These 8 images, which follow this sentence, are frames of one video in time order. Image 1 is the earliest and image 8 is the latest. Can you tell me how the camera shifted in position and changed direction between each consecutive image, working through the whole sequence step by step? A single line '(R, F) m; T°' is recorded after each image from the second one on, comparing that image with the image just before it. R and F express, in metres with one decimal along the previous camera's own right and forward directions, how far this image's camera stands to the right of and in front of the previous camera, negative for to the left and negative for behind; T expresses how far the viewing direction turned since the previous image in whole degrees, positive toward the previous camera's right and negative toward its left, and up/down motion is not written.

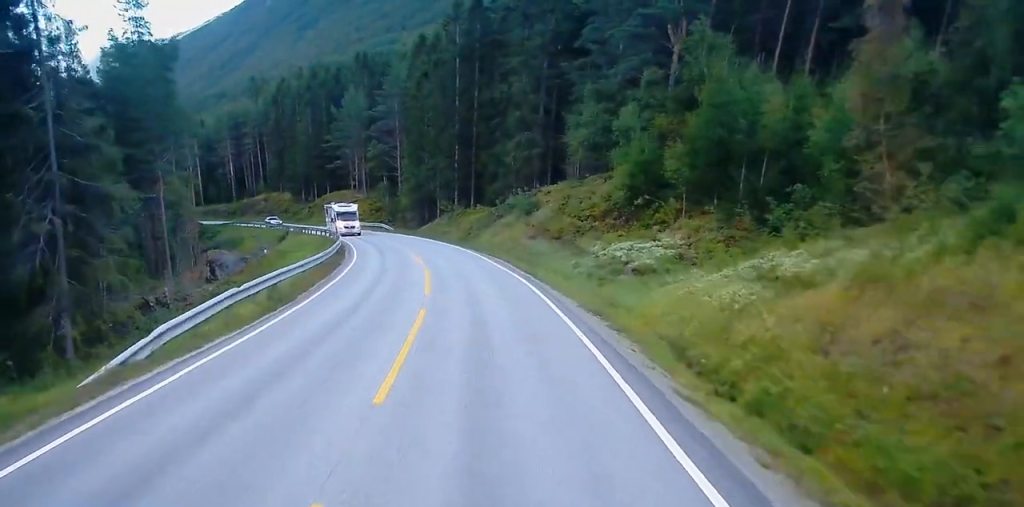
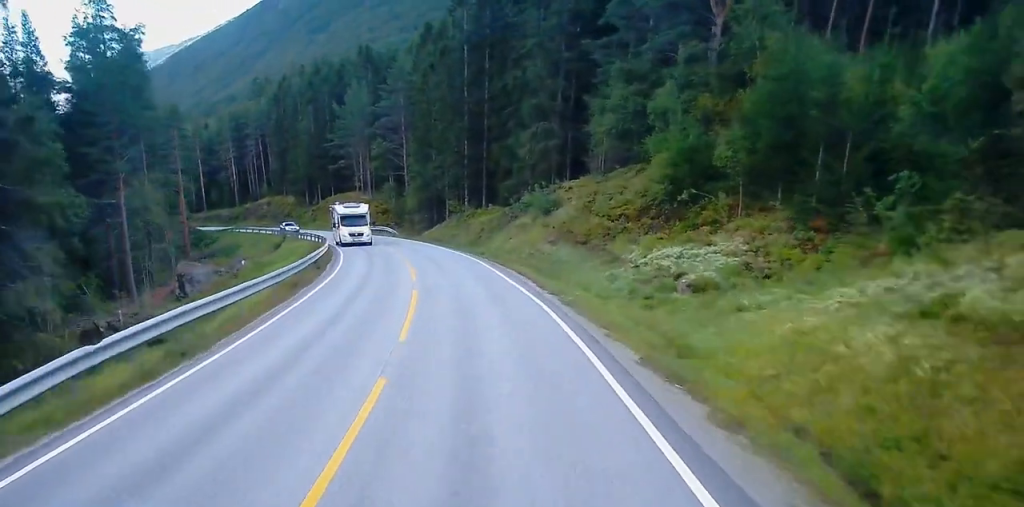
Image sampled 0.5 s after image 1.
(-0.2, +7.3) m; -1°
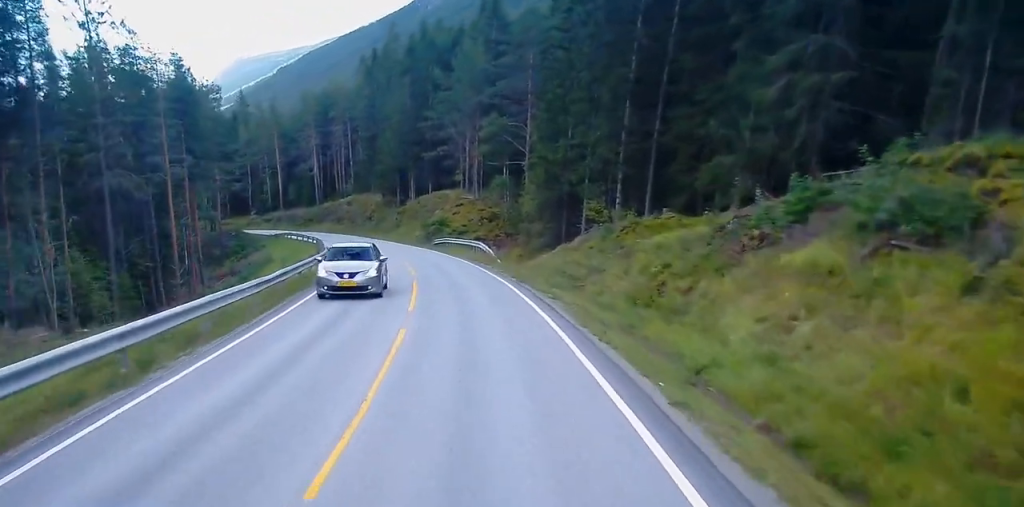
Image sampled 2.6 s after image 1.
(-2.1, +32.1) m; -10°
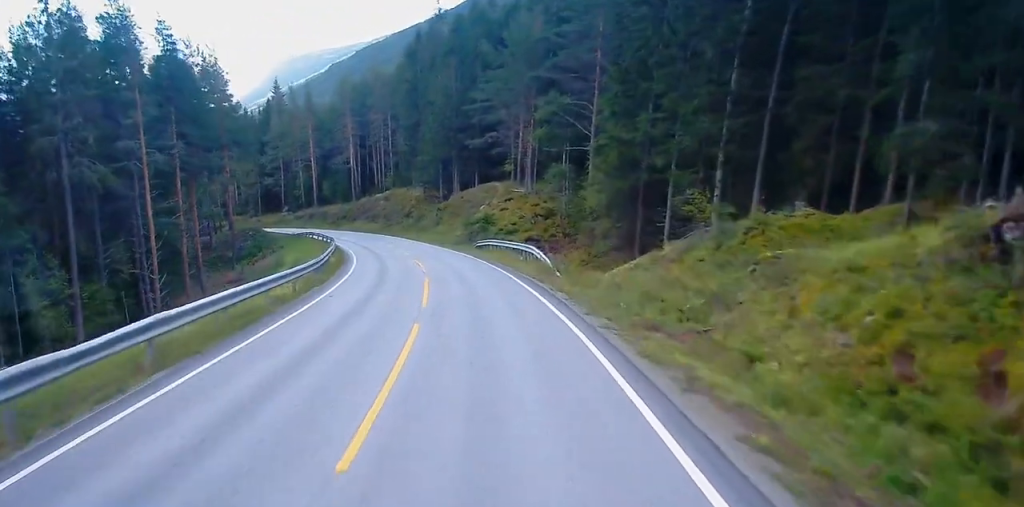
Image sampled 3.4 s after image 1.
(-0.5, +11.6) m; -4°
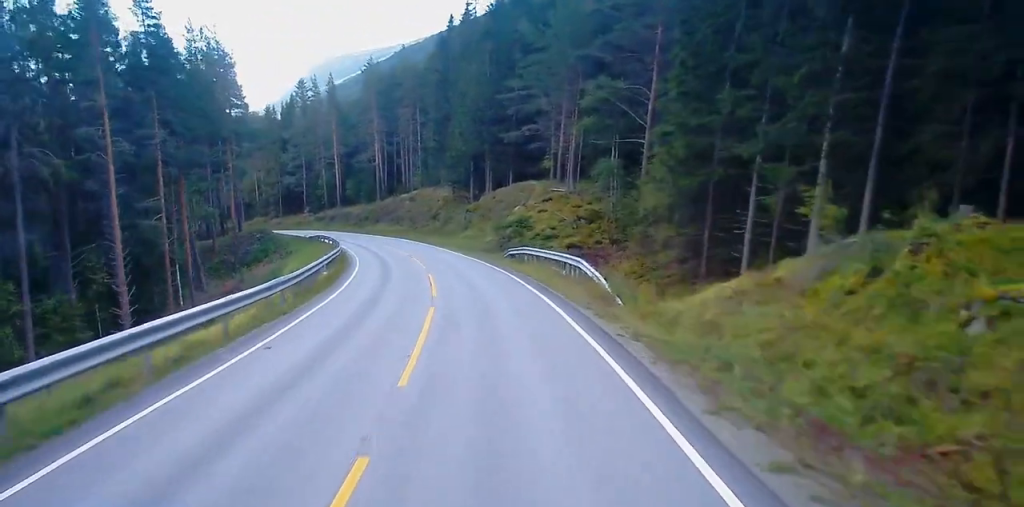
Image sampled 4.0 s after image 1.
(-0.1, +8.3) m; -2°
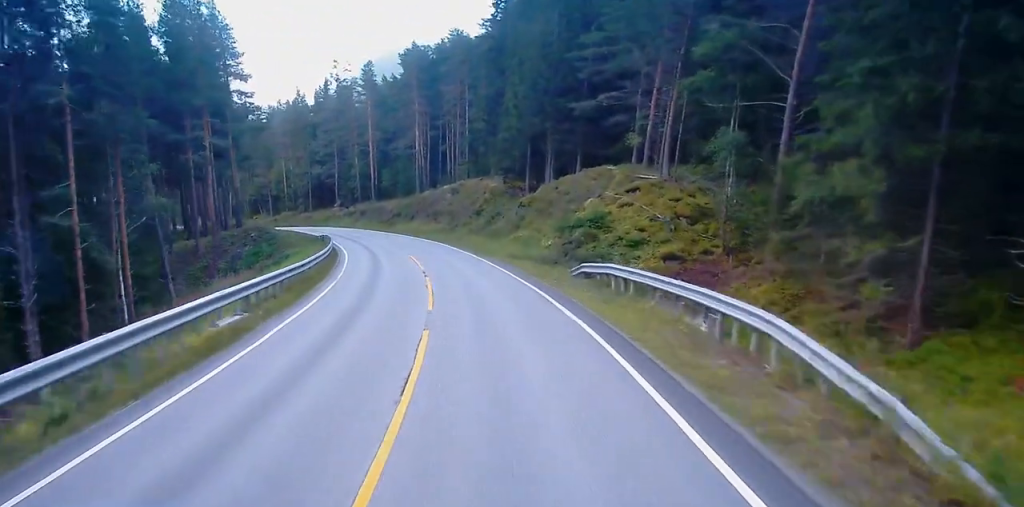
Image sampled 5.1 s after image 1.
(-0.6, +16.1) m; -3°
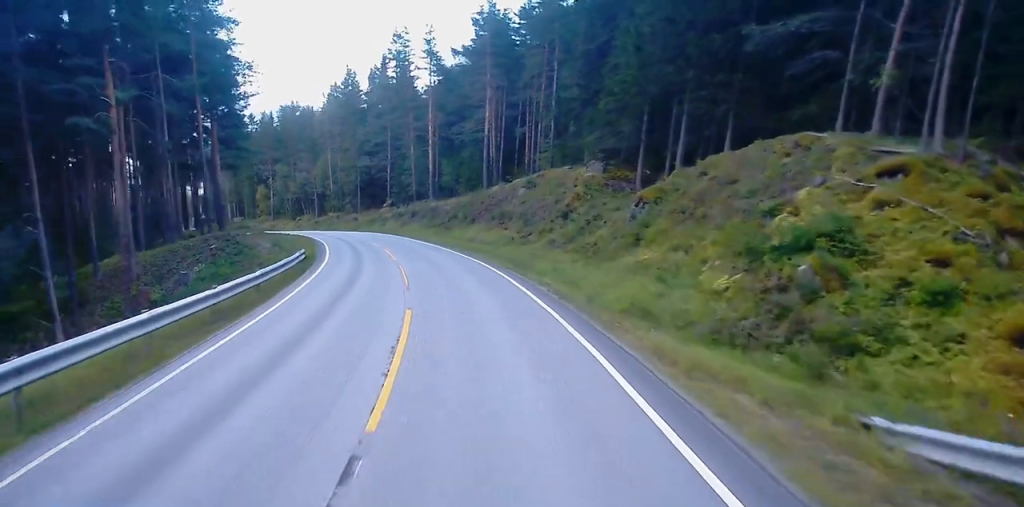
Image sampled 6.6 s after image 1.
(-0.6, +21.9) m; -4°
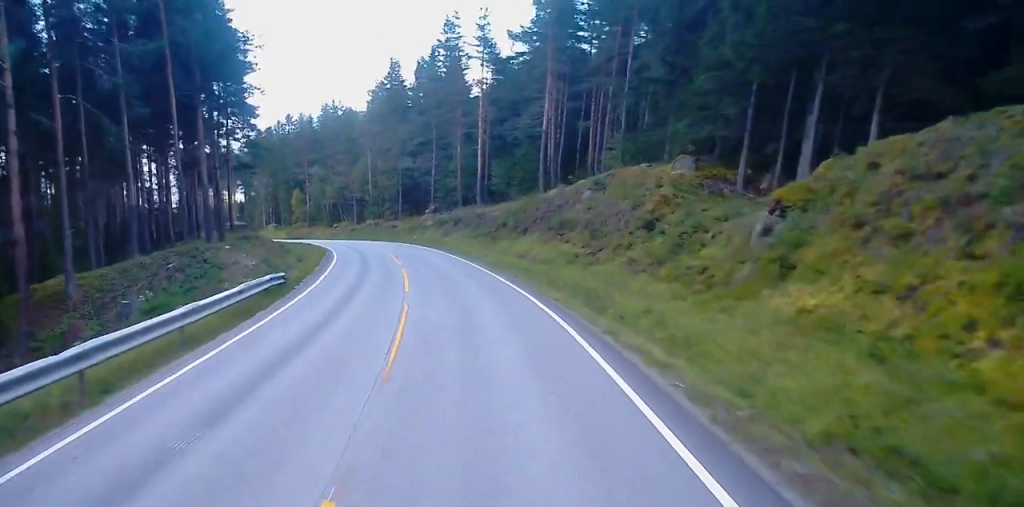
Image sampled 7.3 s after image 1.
(-0.3, +10.8) m; -4°
